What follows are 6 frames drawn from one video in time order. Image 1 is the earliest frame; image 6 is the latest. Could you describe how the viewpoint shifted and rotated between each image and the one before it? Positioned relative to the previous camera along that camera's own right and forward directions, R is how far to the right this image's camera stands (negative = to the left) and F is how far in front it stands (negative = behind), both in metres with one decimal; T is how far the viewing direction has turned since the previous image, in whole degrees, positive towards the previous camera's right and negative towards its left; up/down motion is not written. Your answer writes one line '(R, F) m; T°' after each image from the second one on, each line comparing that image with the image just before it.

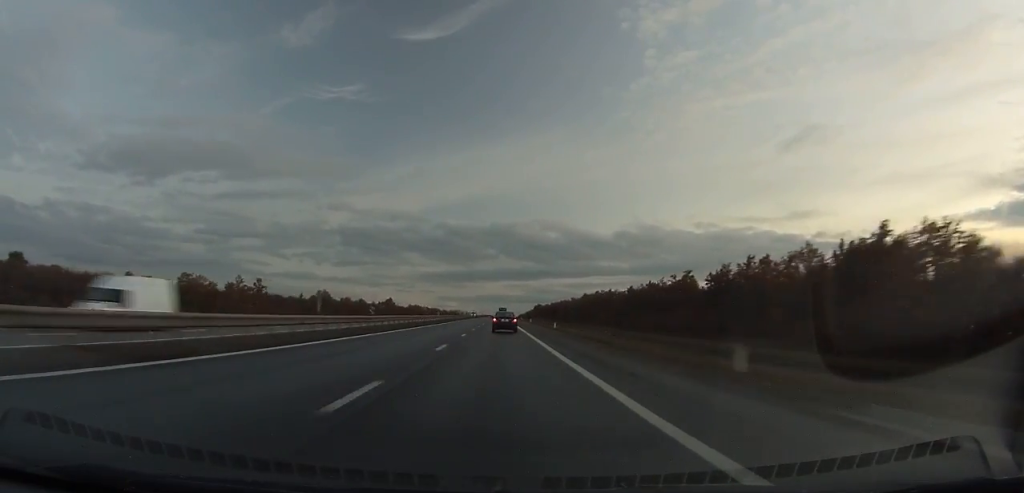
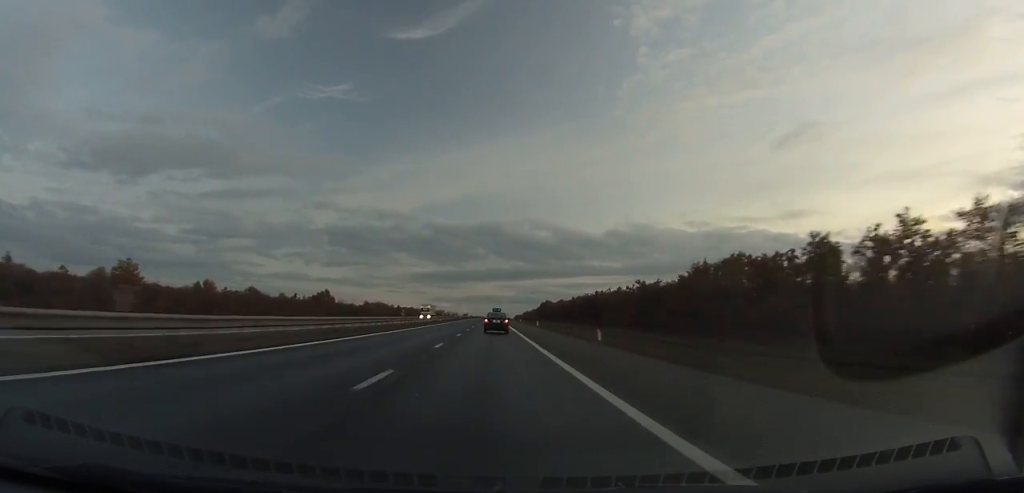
(+0.5, +127.8) m; 0°
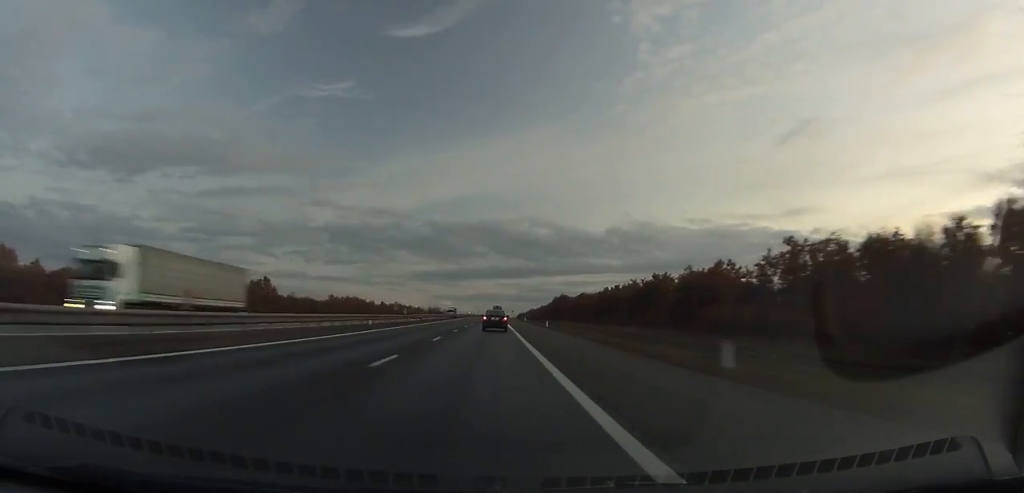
(+0.1, +68.5) m; 0°
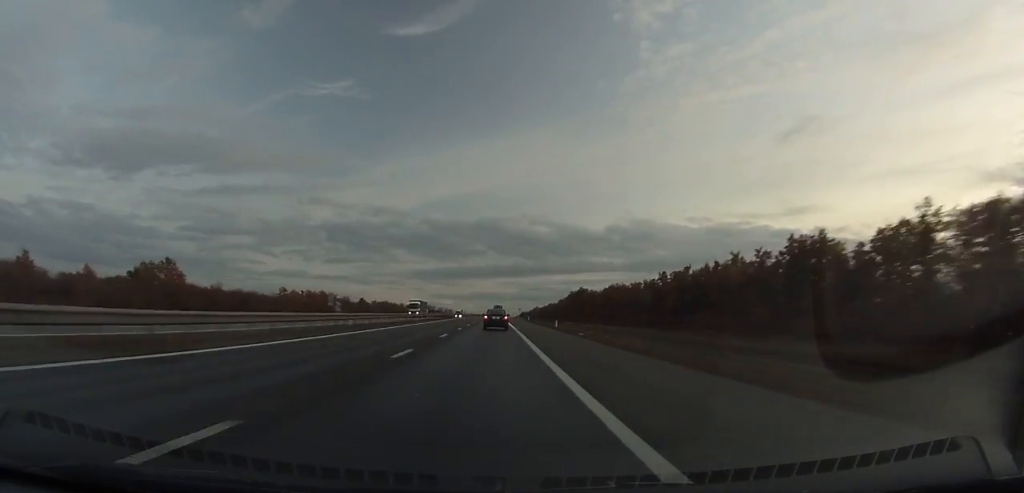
(0.0, +57.1) m; 0°
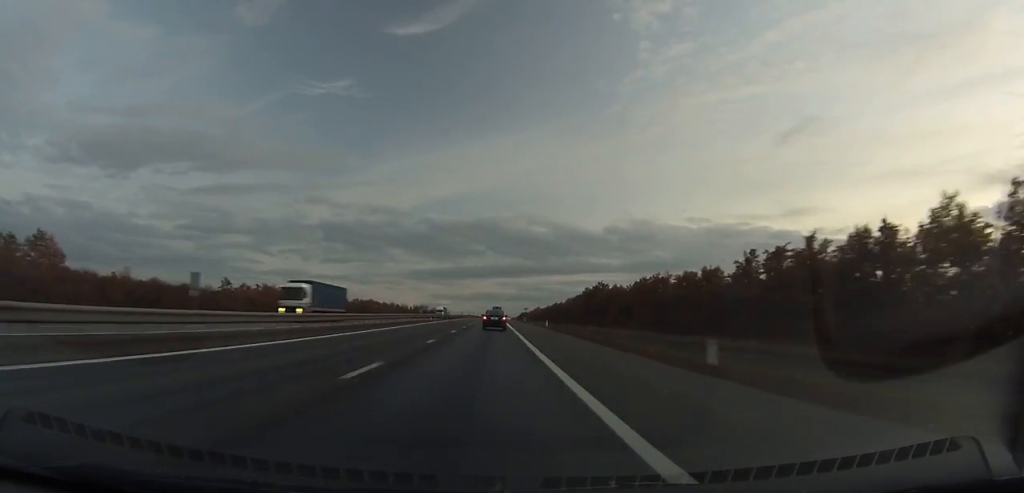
(0.0, +40.1) m; 0°
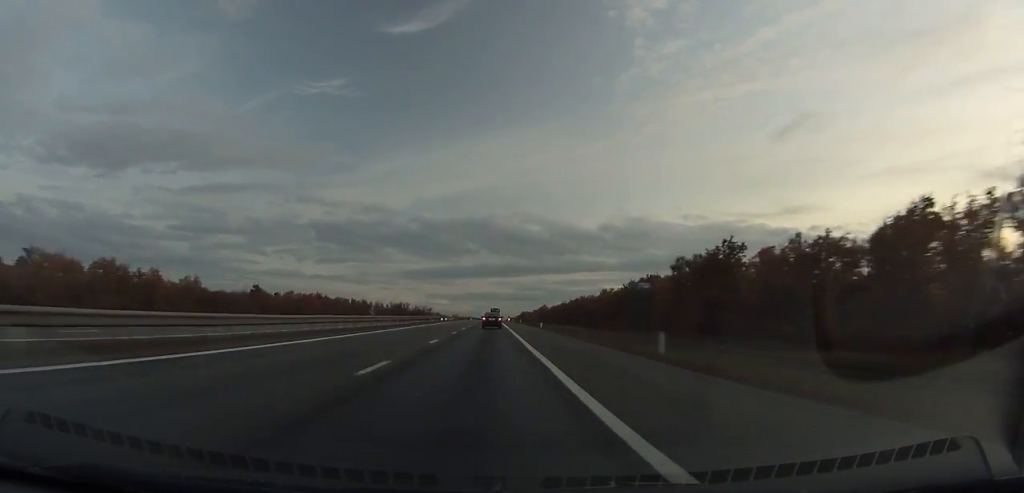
(-0.2, +102.1) m; 0°
